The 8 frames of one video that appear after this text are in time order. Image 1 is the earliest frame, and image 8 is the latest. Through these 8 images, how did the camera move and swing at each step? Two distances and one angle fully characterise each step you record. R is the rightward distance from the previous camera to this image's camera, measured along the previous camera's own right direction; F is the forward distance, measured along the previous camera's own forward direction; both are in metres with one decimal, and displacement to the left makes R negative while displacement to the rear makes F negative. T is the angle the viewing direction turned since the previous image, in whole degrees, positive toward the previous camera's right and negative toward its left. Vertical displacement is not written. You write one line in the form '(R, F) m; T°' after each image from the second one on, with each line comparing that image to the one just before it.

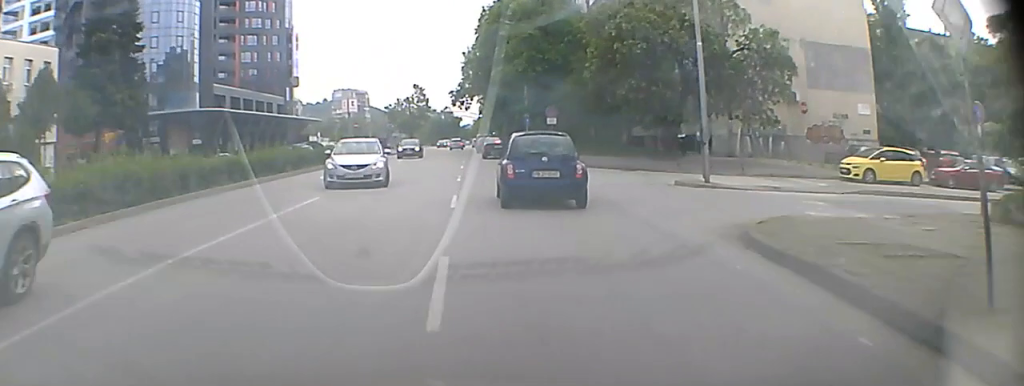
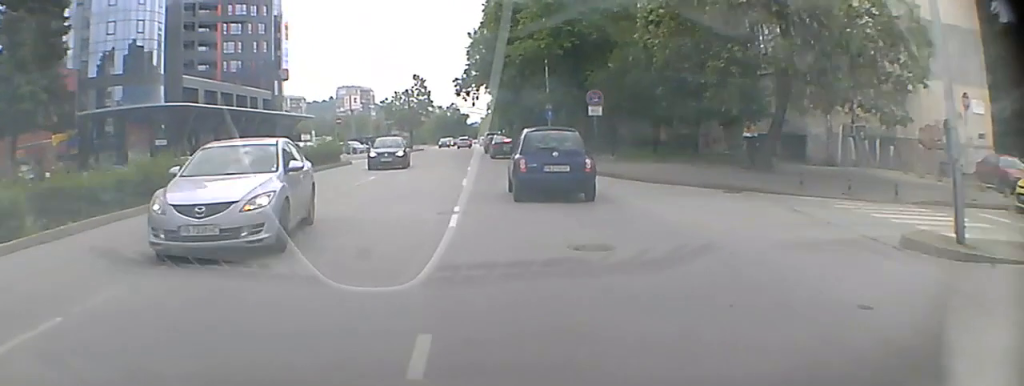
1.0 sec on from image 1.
(-0.1, +11.0) m; 0°
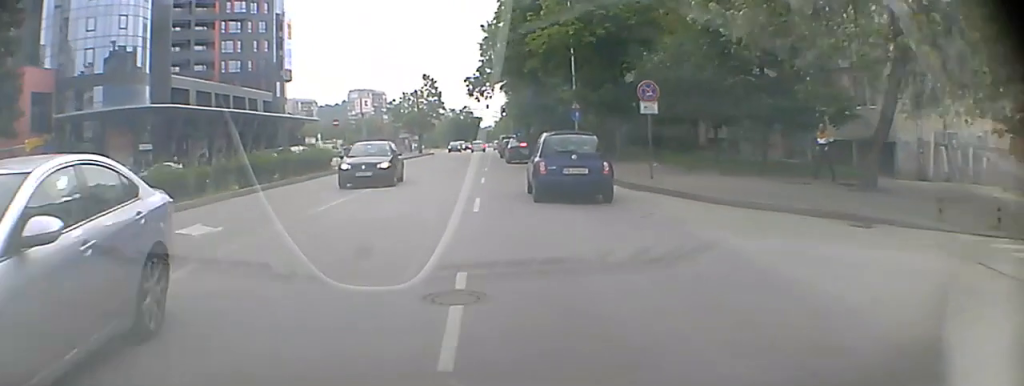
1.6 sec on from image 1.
(0.0, +6.6) m; 0°
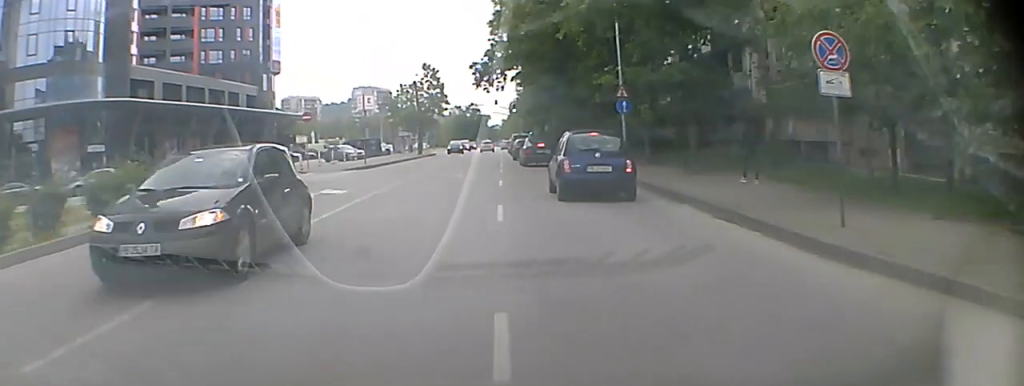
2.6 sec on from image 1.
(0.0, +11.1) m; 0°
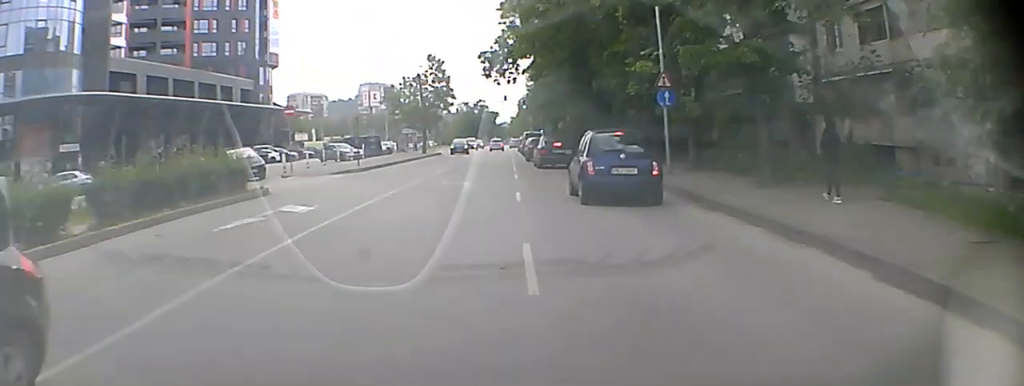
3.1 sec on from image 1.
(0.0, +6.0) m; 0°
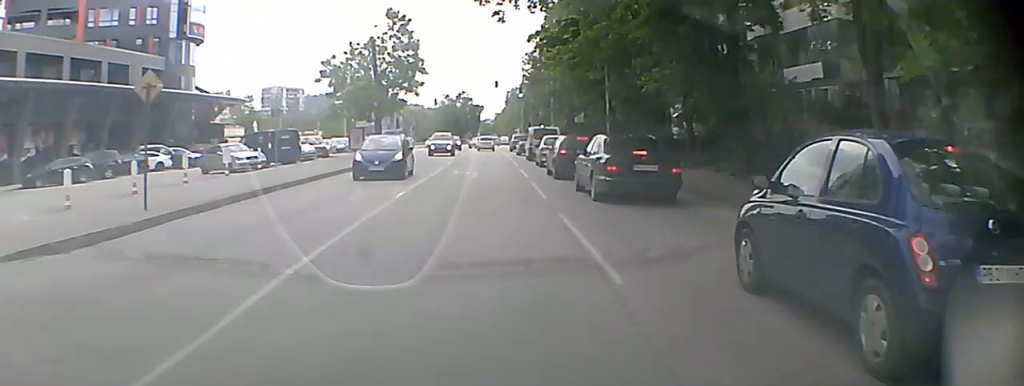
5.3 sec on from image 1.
(+0.1, +24.3) m; 0°
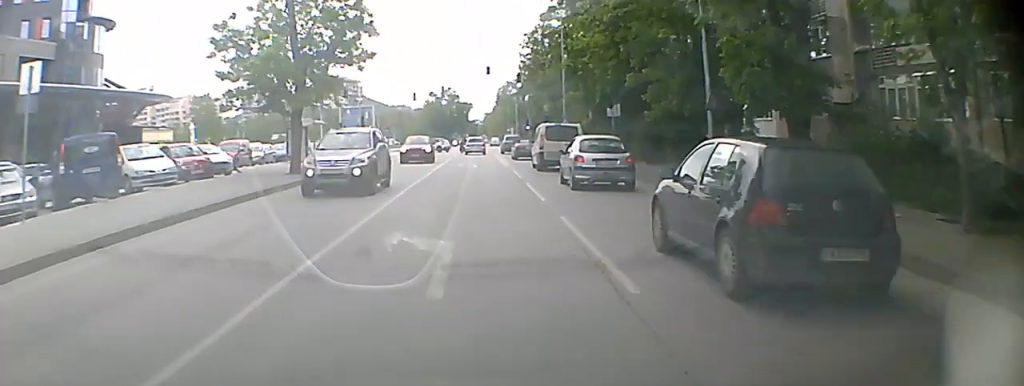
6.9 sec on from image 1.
(+0.1, +19.3) m; +1°
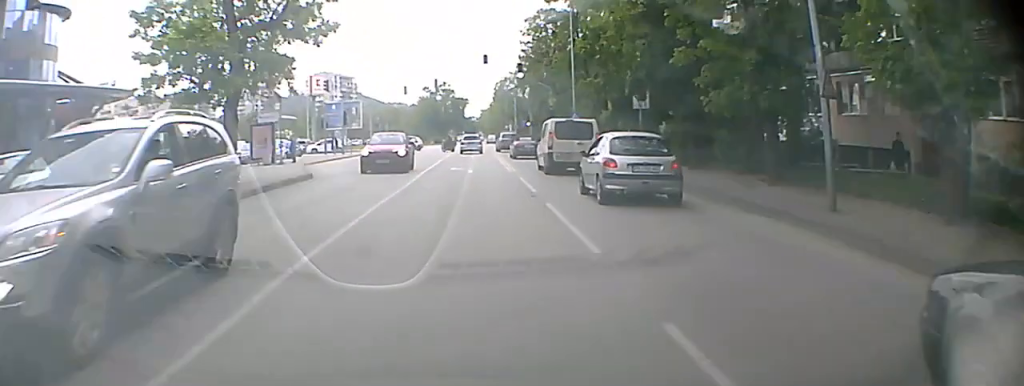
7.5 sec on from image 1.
(0.0, +6.7) m; 0°
